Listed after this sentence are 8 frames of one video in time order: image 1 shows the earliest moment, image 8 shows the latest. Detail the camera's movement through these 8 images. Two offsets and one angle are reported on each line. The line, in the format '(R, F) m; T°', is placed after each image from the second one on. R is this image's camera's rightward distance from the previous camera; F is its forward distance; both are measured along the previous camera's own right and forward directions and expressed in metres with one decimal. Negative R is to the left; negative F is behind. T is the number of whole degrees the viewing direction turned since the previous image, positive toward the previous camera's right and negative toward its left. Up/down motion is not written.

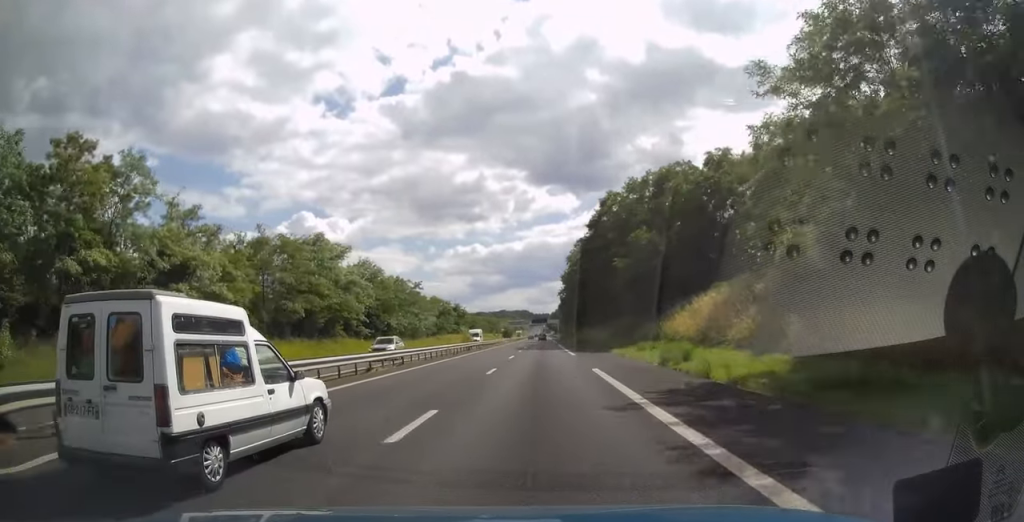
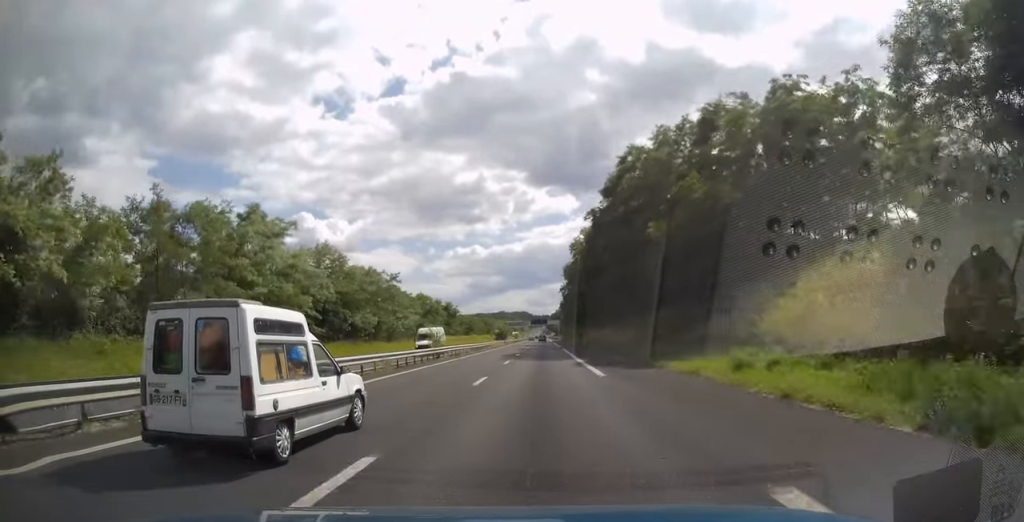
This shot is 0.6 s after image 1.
(0.0, +17.2) m; 0°
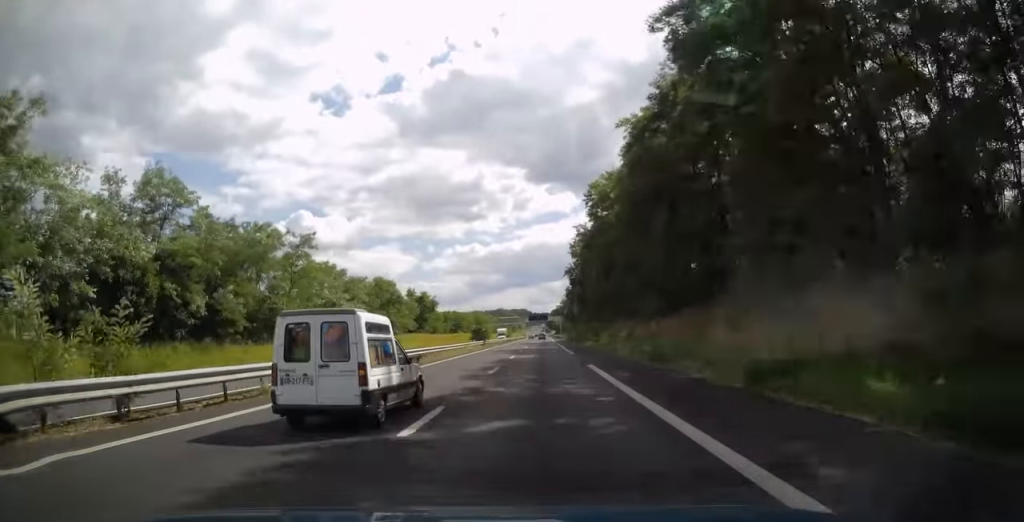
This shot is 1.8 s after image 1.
(0.0, +34.9) m; 0°
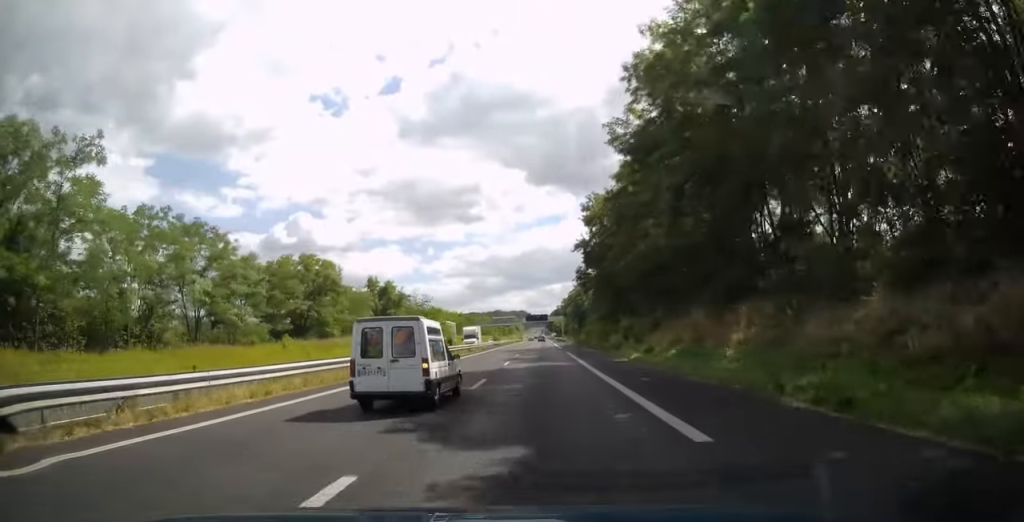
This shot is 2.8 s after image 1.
(0.0, +32.0) m; 0°
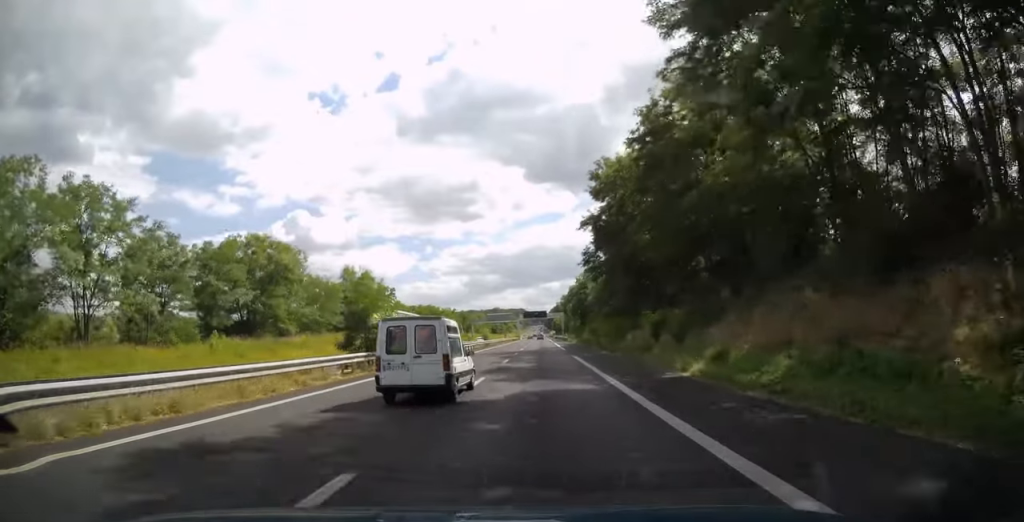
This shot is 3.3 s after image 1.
(0.0, +13.3) m; 0°
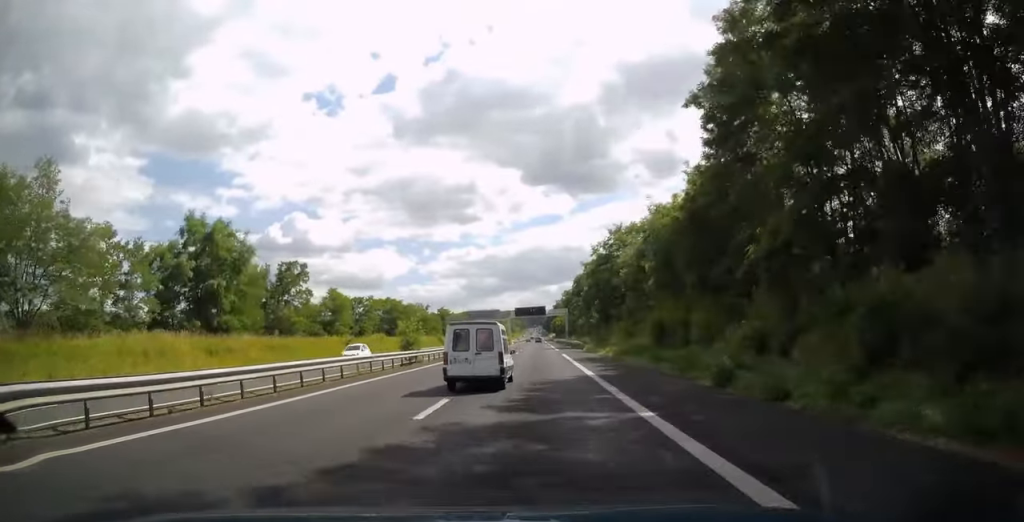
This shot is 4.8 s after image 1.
(0.0, +45.3) m; 0°
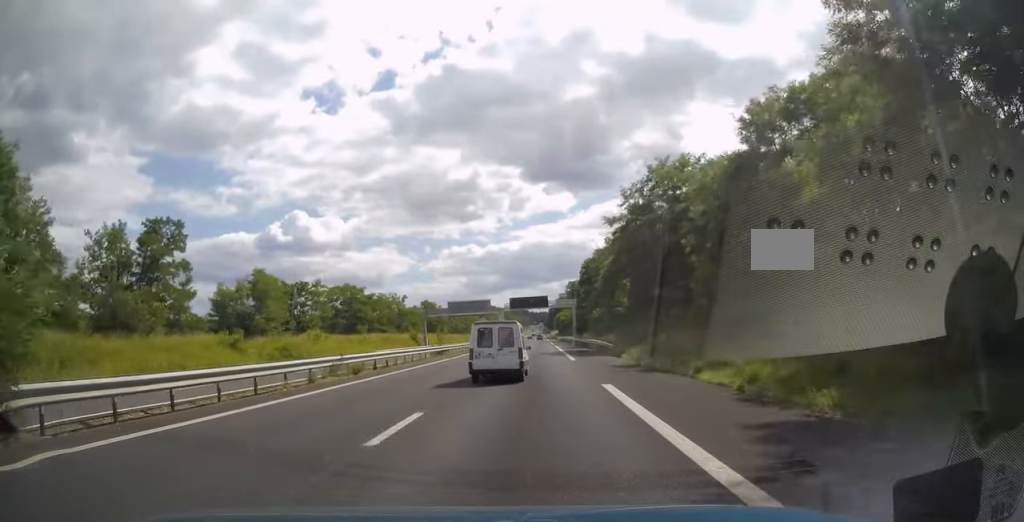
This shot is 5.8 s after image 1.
(0.0, +29.0) m; 0°
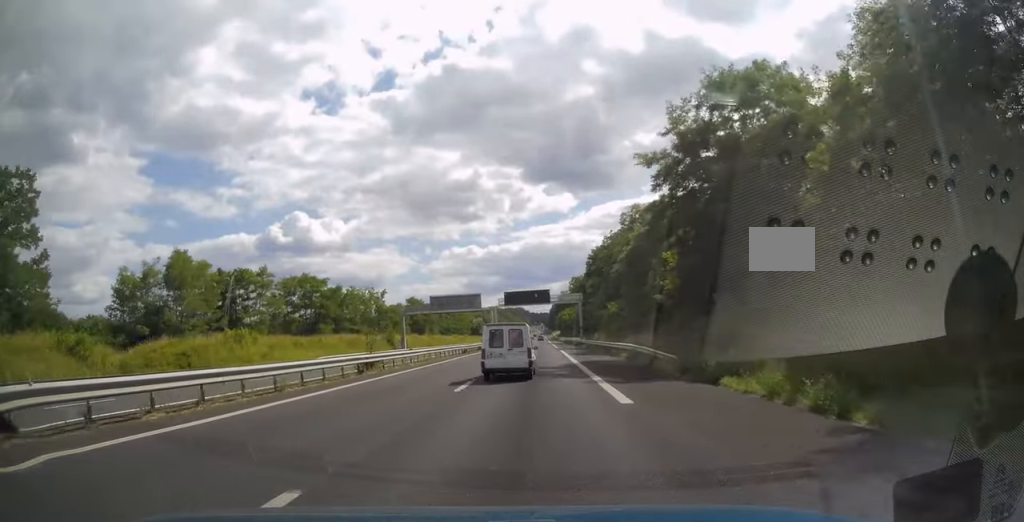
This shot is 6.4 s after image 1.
(0.0, +18.7) m; 0°
